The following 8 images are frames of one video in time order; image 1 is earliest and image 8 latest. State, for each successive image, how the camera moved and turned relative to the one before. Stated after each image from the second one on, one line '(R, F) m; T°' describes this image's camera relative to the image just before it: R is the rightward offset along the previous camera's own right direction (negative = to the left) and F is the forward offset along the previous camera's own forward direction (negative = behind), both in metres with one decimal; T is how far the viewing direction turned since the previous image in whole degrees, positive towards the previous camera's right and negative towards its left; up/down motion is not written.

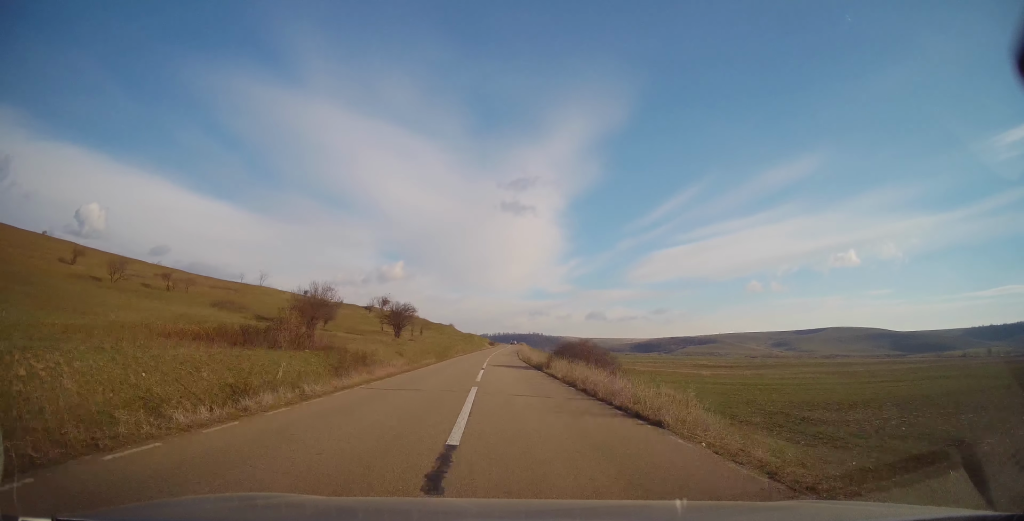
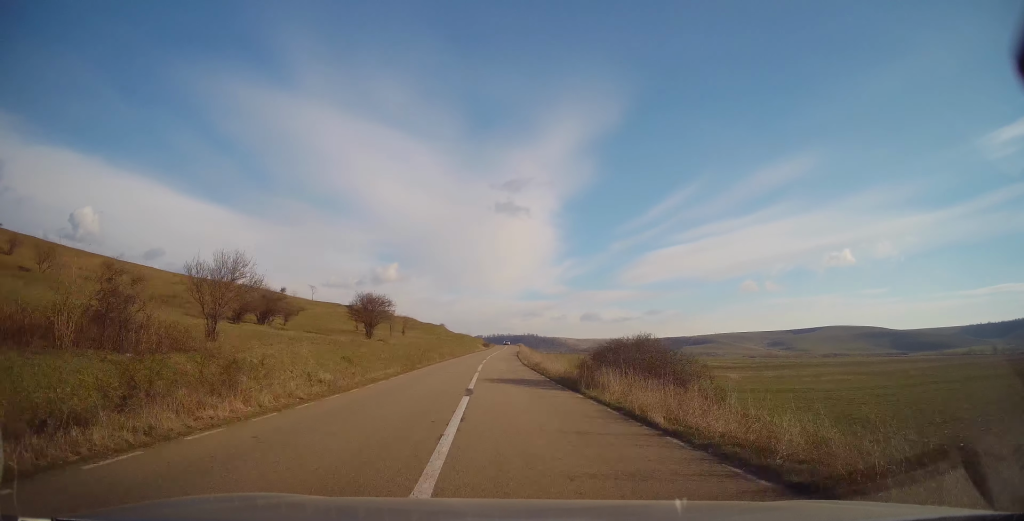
(0.0, +14.6) m; 0°
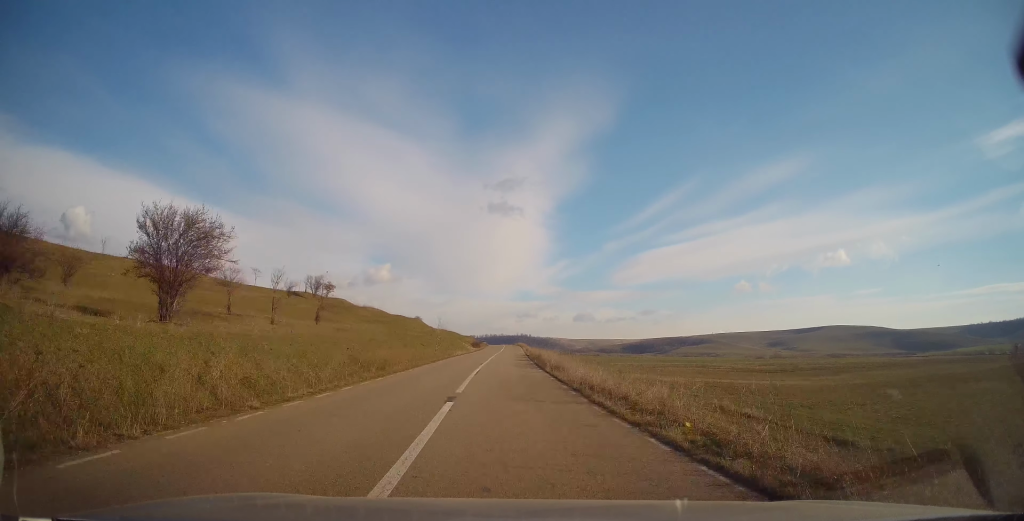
(+0.7, +38.0) m; +2°
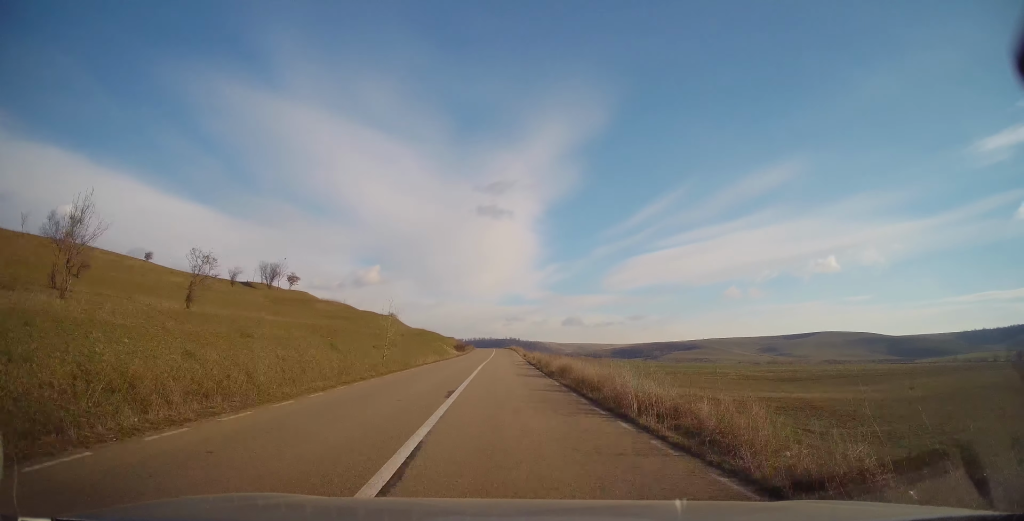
(+0.1, +18.2) m; +1°
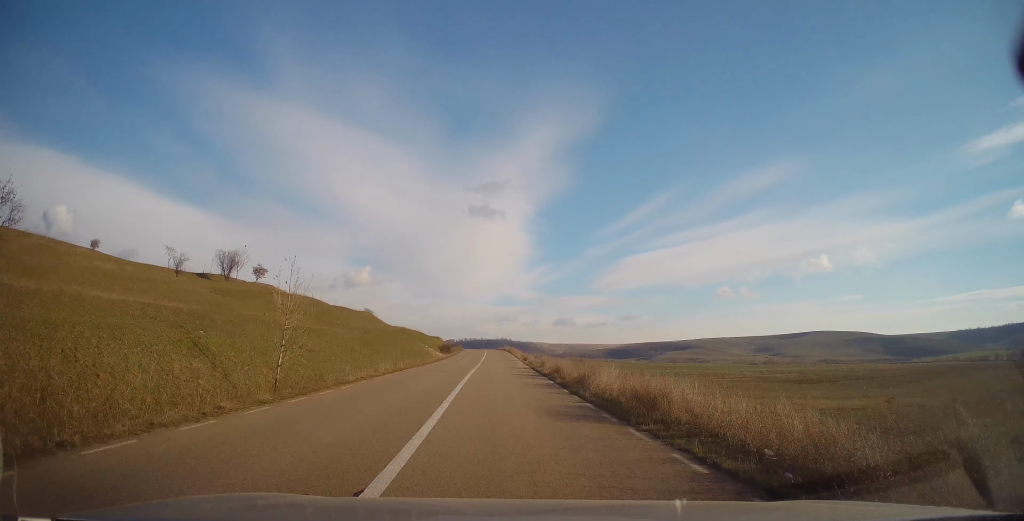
(0.0, +13.0) m; 0°
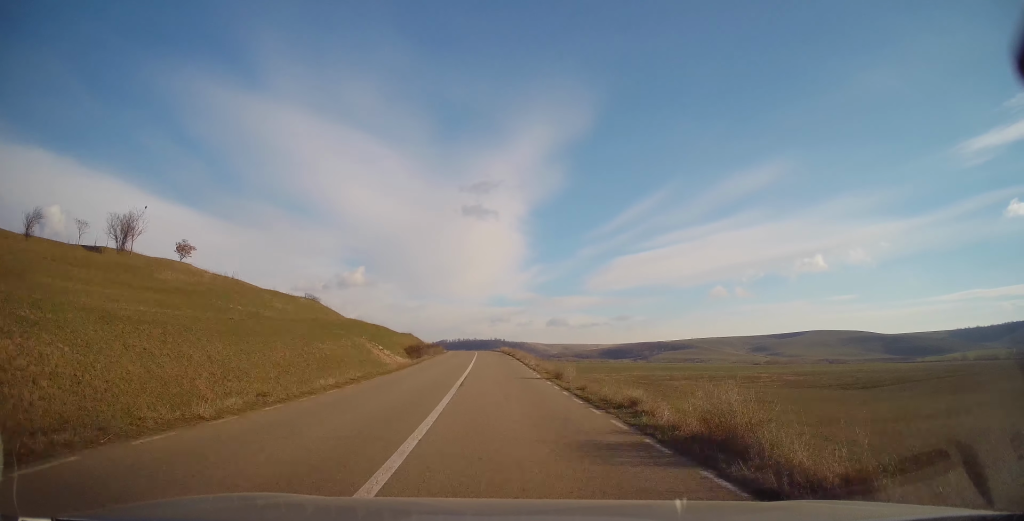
(+0.2, +24.9) m; +1°
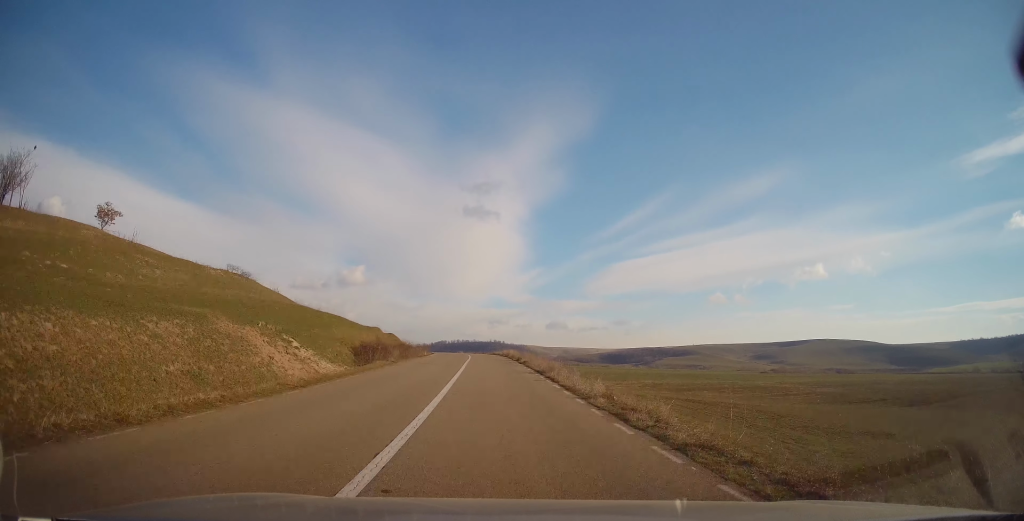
(+0.2, +18.1) m; 0°
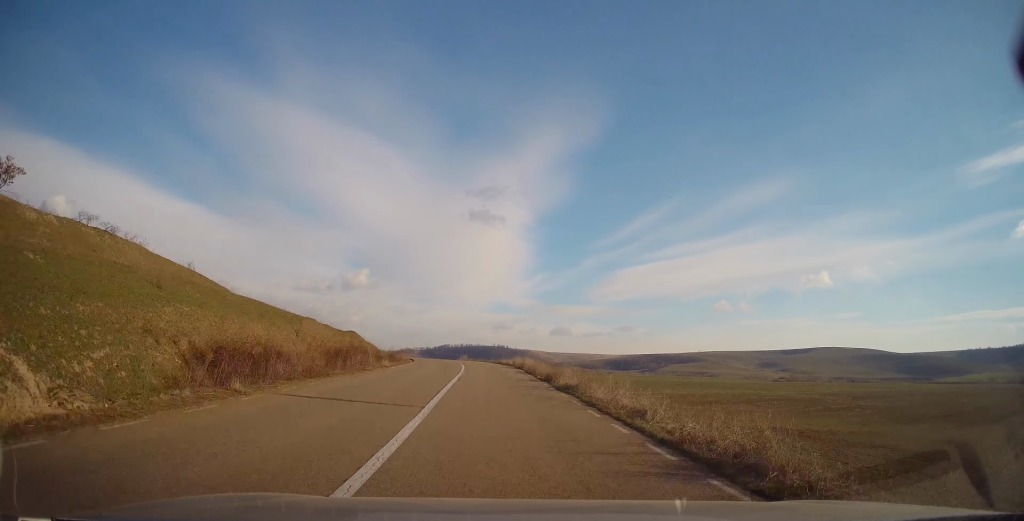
(0.0, +17.0) m; -1°
